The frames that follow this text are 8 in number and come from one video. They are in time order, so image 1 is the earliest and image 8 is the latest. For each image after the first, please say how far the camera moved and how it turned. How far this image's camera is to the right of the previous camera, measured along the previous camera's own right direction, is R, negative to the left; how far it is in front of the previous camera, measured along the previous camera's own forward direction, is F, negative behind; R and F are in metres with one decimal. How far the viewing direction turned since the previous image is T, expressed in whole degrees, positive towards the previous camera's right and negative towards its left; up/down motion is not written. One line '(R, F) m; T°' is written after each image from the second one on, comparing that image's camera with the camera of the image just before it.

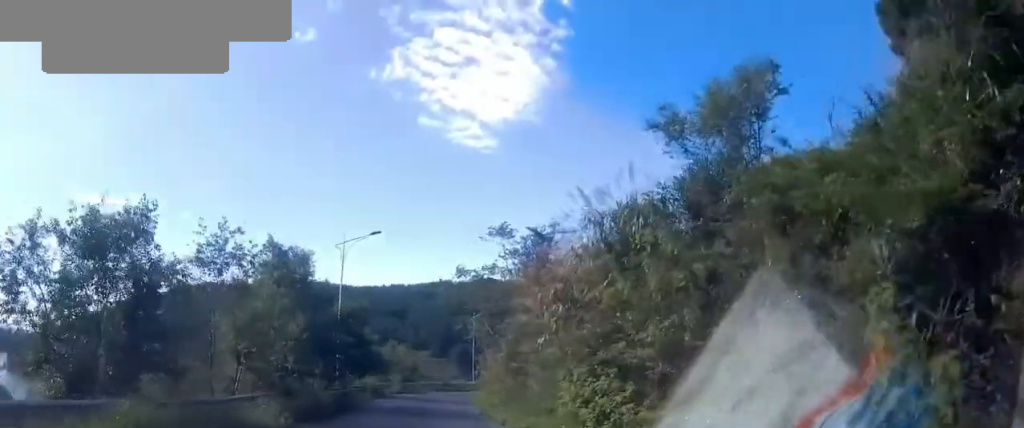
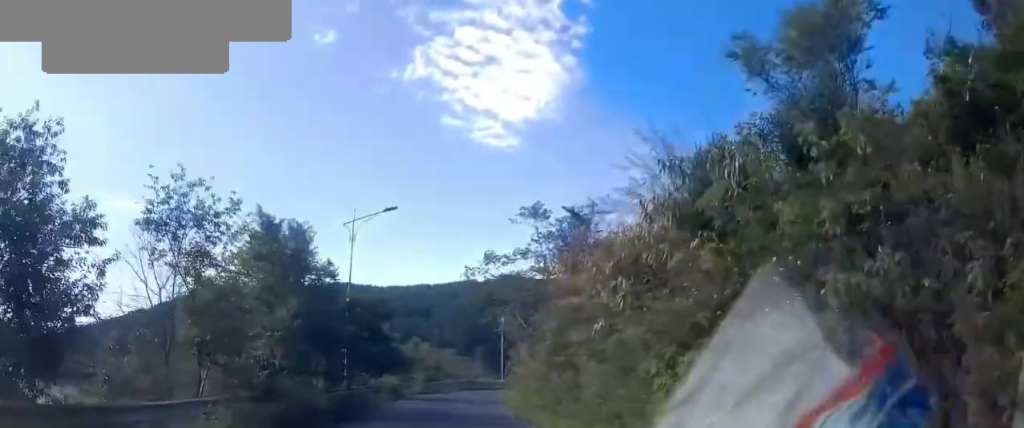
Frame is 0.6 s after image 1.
(-0.2, +4.4) m; -6°
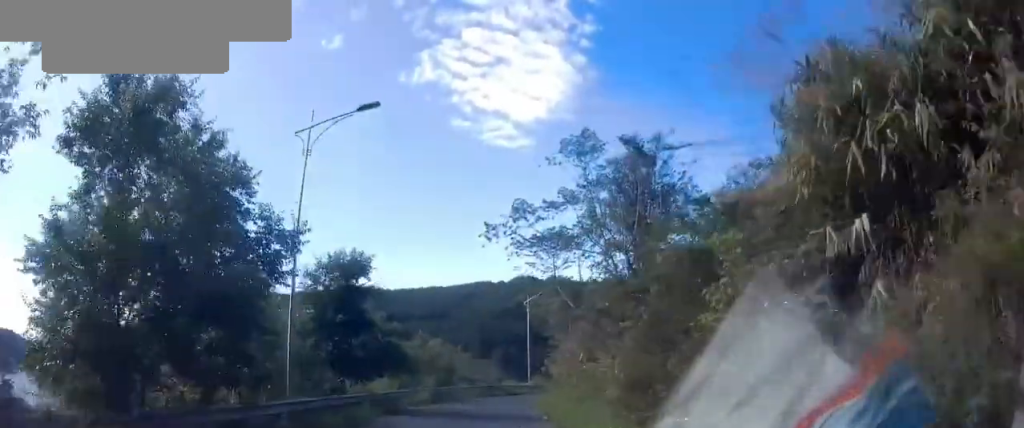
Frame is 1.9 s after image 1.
(-1.0, +10.5) m; -5°
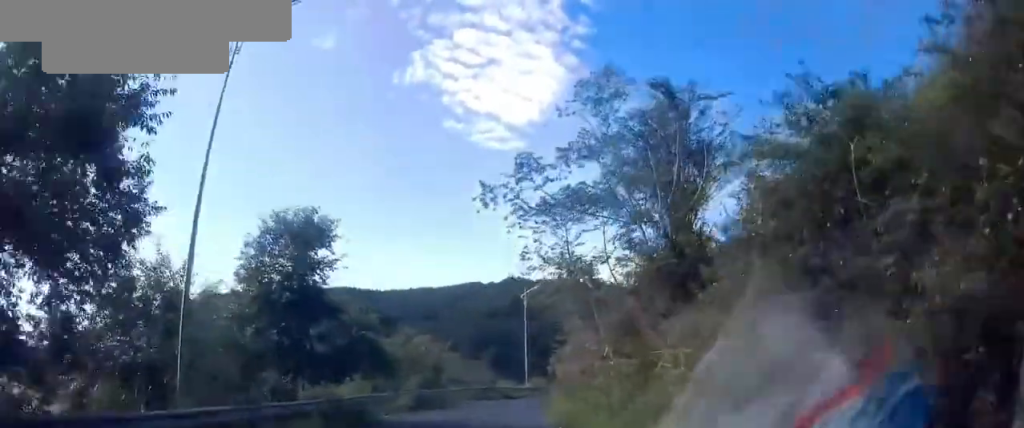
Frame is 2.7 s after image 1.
(0.0, +5.5) m; +2°
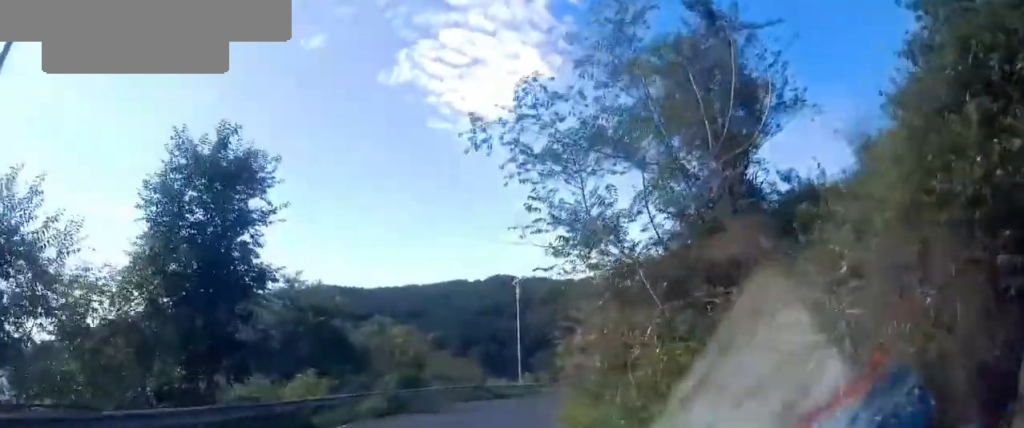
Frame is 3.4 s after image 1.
(-0.1, +5.3) m; +4°
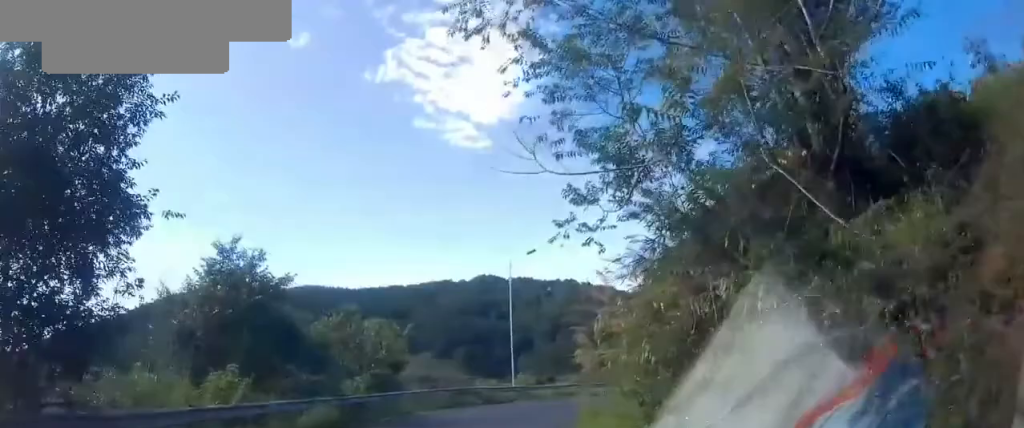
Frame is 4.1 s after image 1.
(+0.5, +5.5) m; 0°
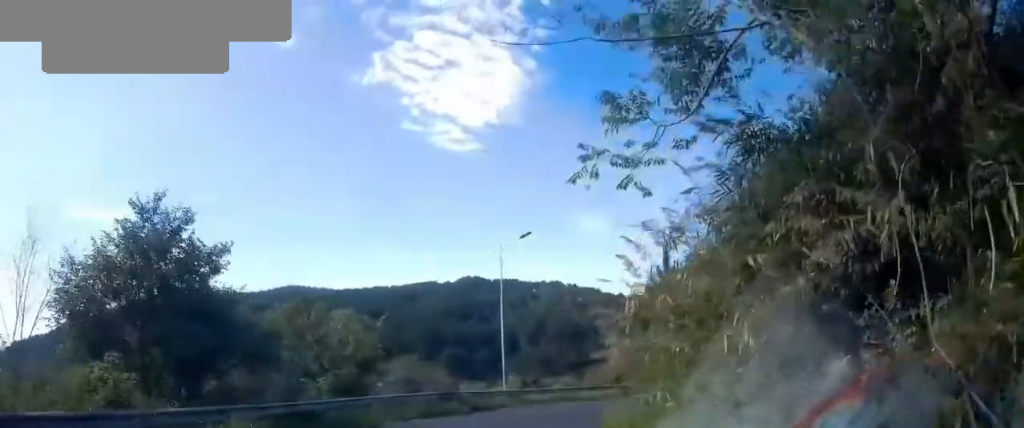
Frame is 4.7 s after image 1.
(0.0, +4.5) m; 0°
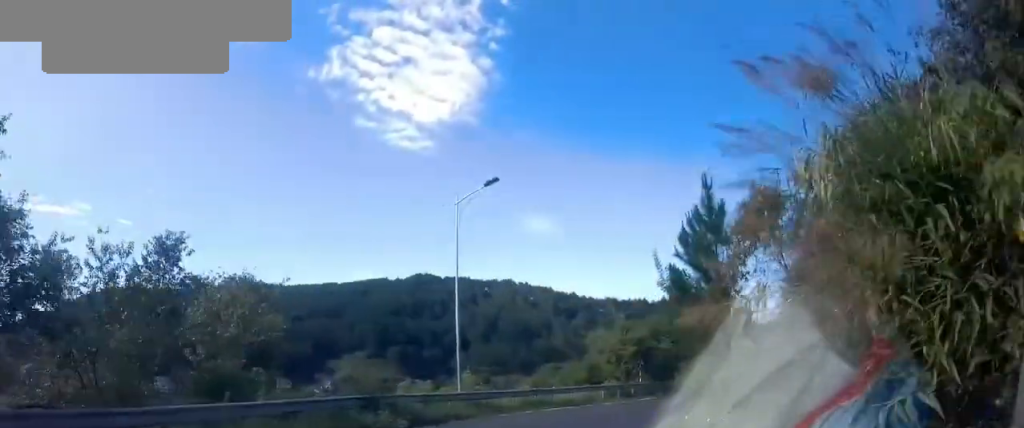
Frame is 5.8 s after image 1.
(-0.2, +8.1) m; +6°
